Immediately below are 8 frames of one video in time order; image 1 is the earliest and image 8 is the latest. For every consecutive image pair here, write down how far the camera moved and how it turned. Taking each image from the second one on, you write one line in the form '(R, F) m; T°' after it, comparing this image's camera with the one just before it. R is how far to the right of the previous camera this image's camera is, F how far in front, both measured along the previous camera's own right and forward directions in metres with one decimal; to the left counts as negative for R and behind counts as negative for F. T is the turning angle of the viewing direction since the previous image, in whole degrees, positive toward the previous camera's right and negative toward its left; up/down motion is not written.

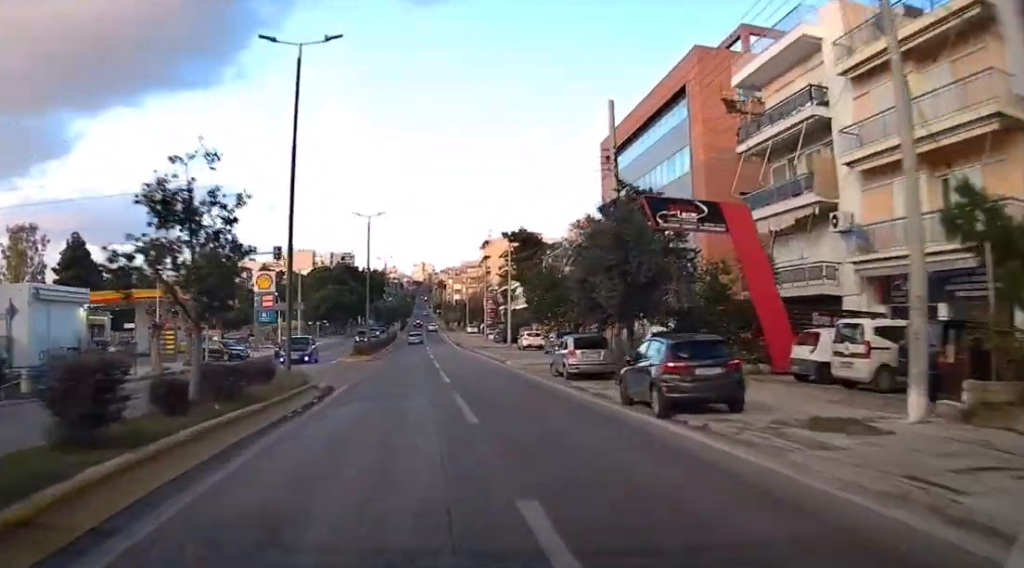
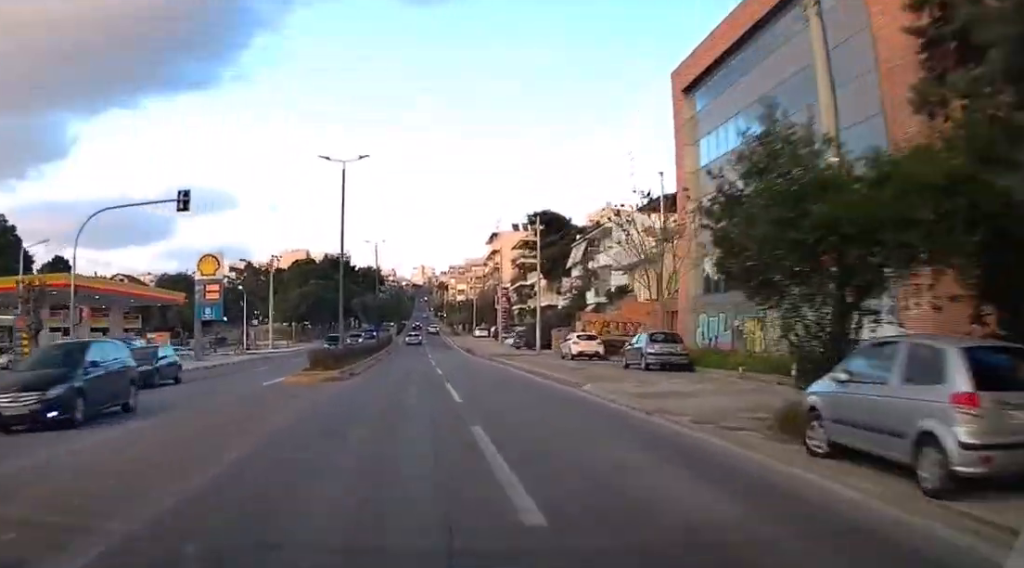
(0.0, +19.8) m; 0°
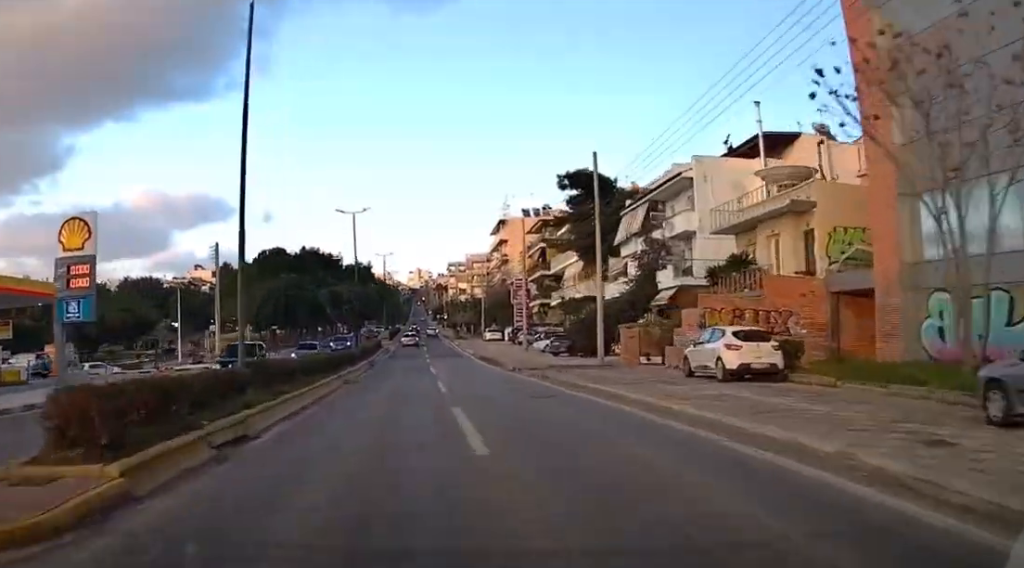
(0.0, +21.0) m; 0°
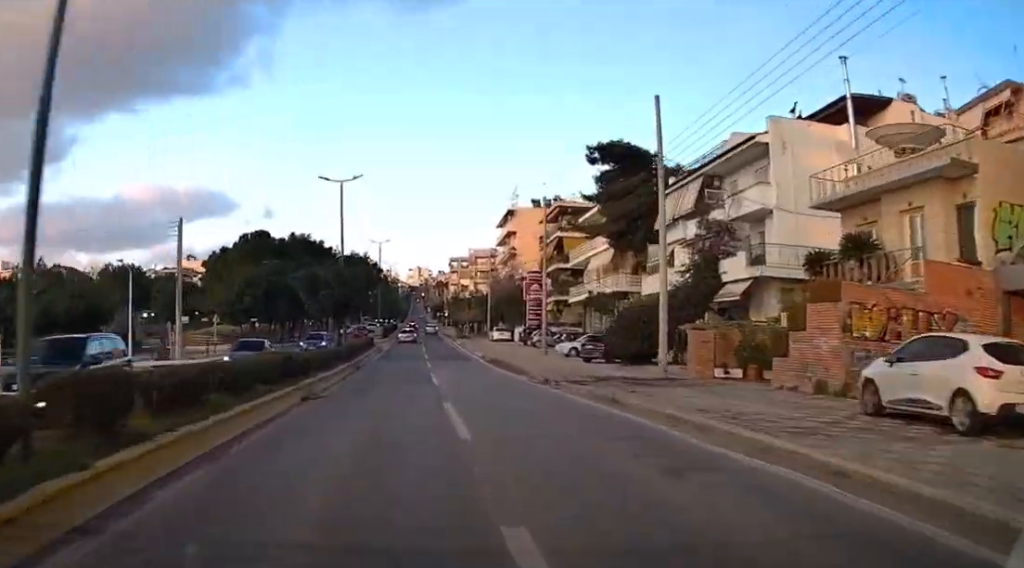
(0.0, +10.0) m; 0°
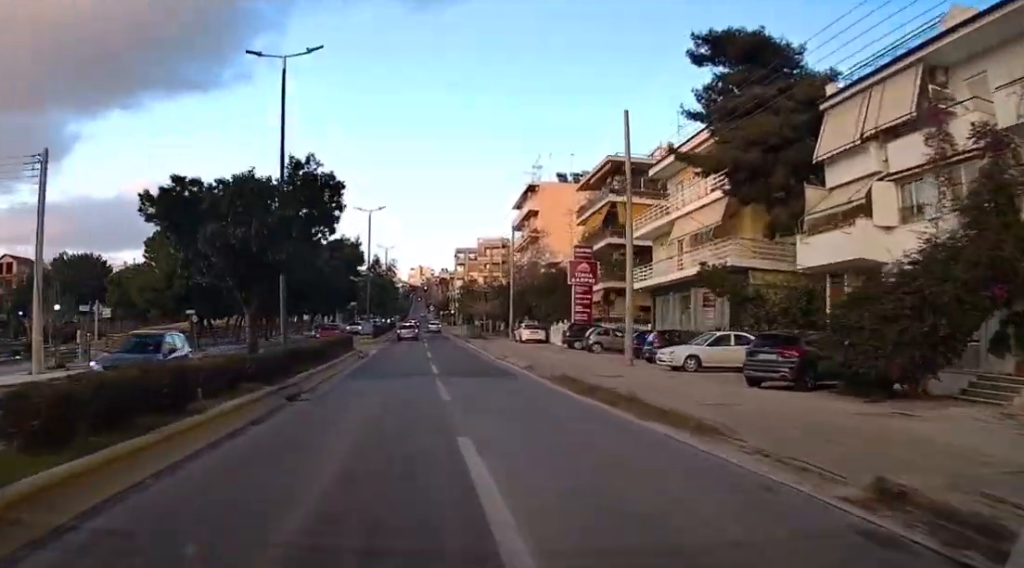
(+0.2, +20.4) m; -1°
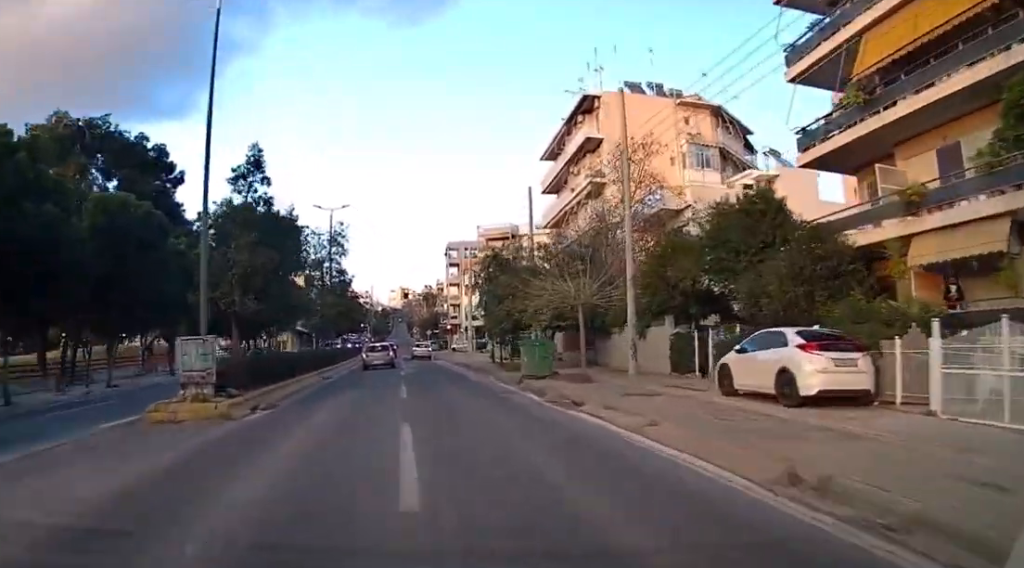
(-0.1, +45.5) m; +1°
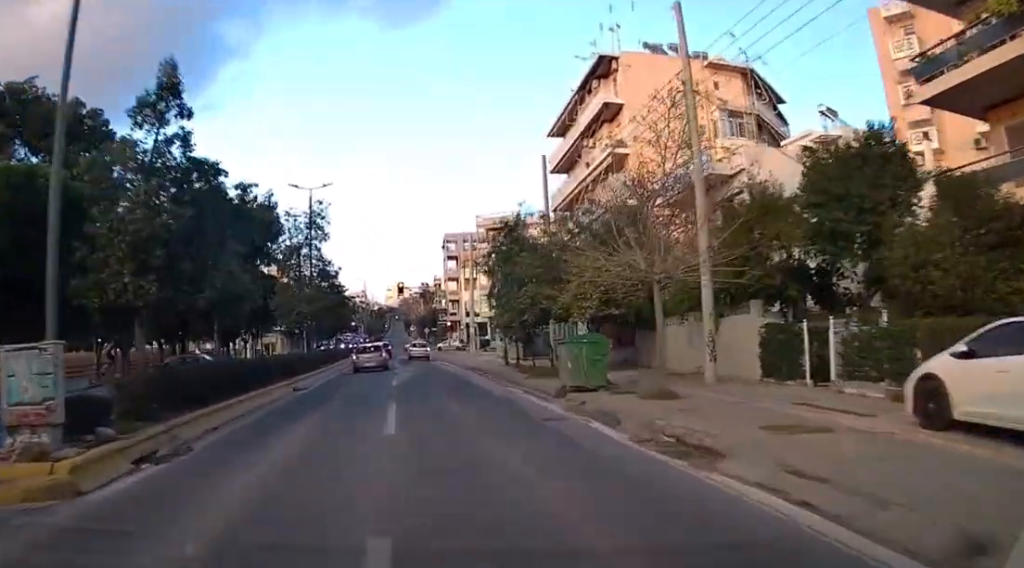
(0.0, +8.1) m; 0°
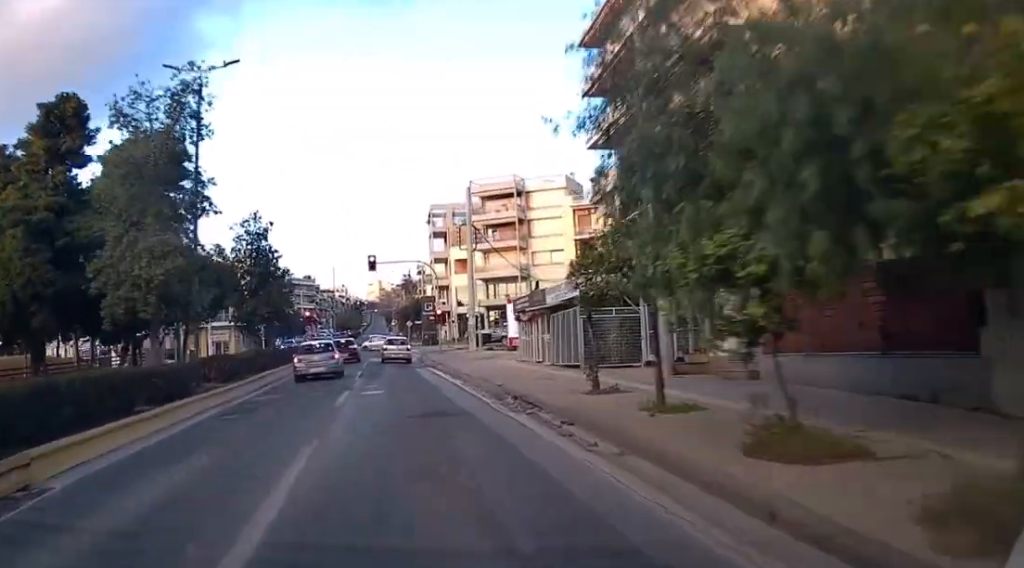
(+0.2, +22.8) m; +1°
